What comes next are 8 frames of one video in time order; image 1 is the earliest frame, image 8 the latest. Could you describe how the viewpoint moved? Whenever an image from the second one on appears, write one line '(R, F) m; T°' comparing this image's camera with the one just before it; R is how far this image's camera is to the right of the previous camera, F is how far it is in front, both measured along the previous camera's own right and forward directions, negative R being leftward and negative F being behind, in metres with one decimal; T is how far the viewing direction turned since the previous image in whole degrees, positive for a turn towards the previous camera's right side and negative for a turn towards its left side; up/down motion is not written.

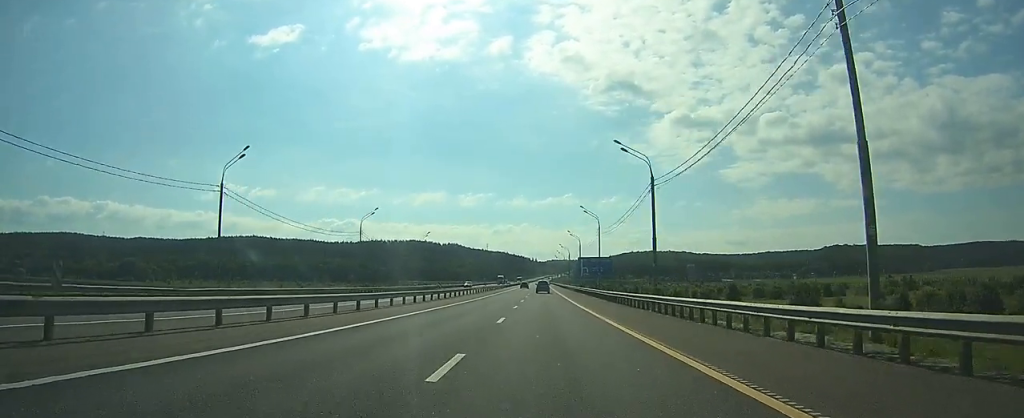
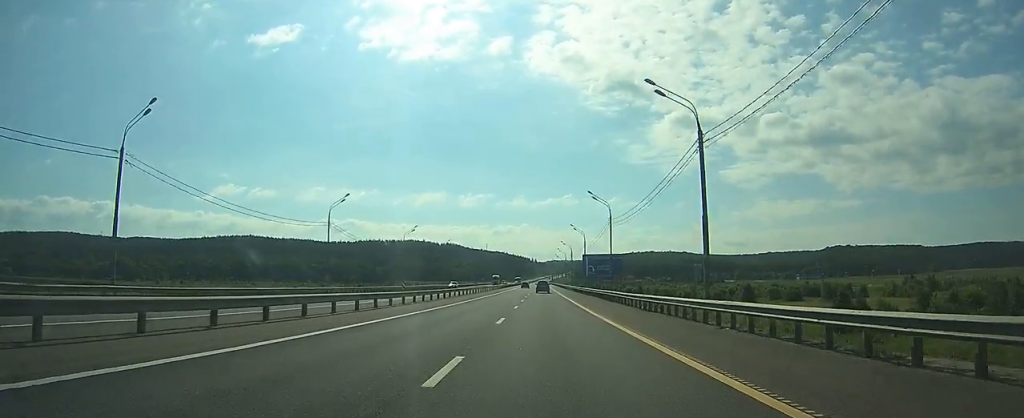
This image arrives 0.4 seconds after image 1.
(0.0, +12.3) m; 0°
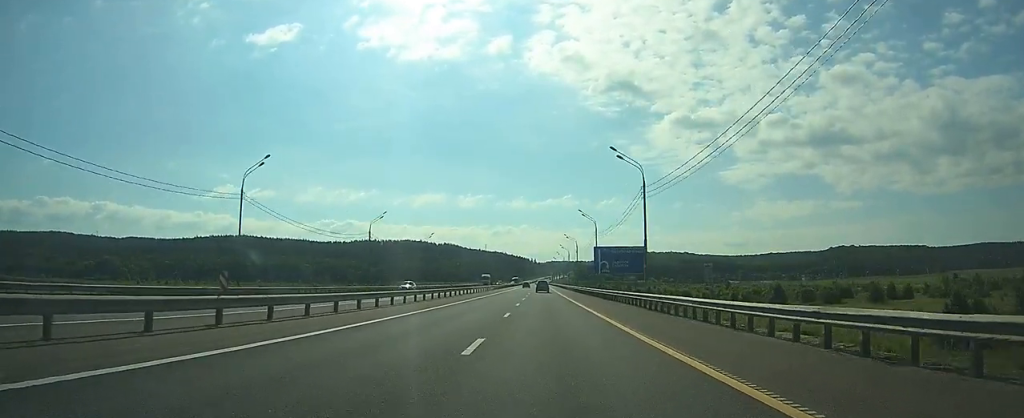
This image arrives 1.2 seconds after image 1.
(0.0, +20.7) m; 0°
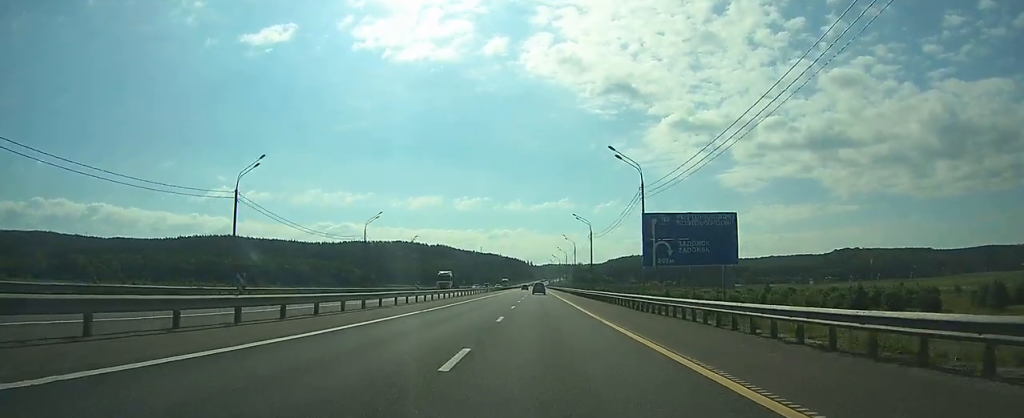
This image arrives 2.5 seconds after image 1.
(+0.2, +37.4) m; 0°
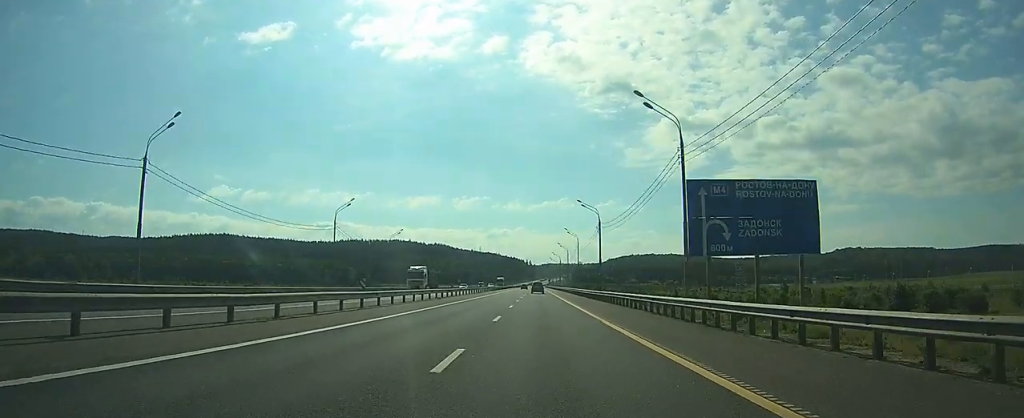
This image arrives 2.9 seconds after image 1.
(0.0, +12.1) m; 0°
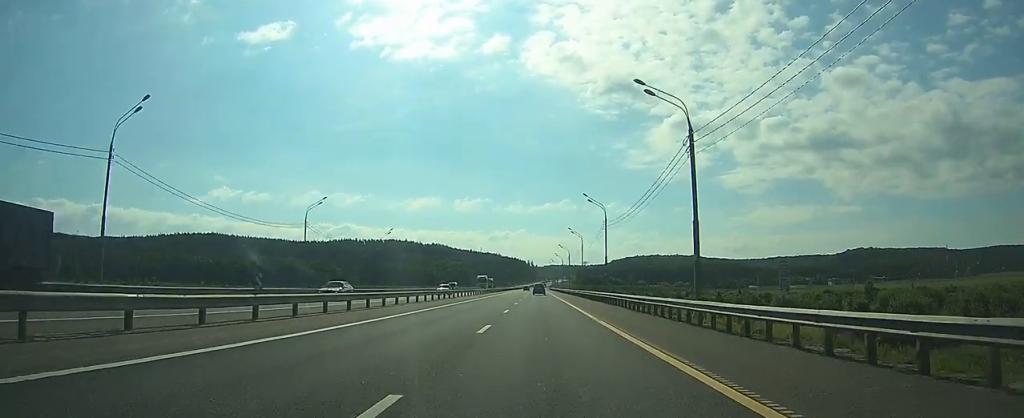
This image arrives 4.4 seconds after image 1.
(-0.1, +40.1) m; 0°
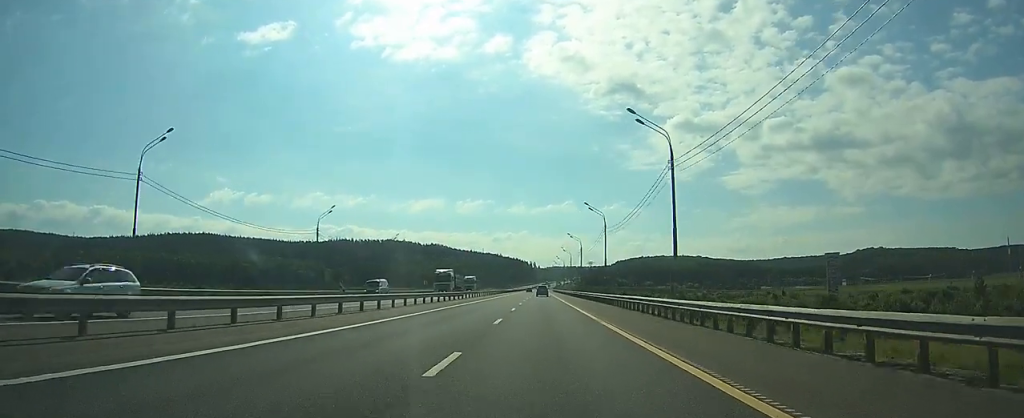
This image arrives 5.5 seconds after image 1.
(-0.1, +30.9) m; 0°
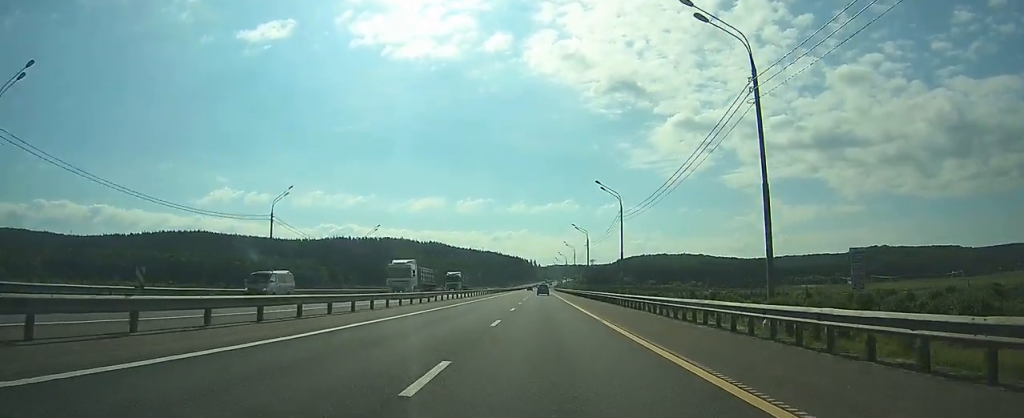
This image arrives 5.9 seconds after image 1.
(0.0, +13.2) m; 0°
